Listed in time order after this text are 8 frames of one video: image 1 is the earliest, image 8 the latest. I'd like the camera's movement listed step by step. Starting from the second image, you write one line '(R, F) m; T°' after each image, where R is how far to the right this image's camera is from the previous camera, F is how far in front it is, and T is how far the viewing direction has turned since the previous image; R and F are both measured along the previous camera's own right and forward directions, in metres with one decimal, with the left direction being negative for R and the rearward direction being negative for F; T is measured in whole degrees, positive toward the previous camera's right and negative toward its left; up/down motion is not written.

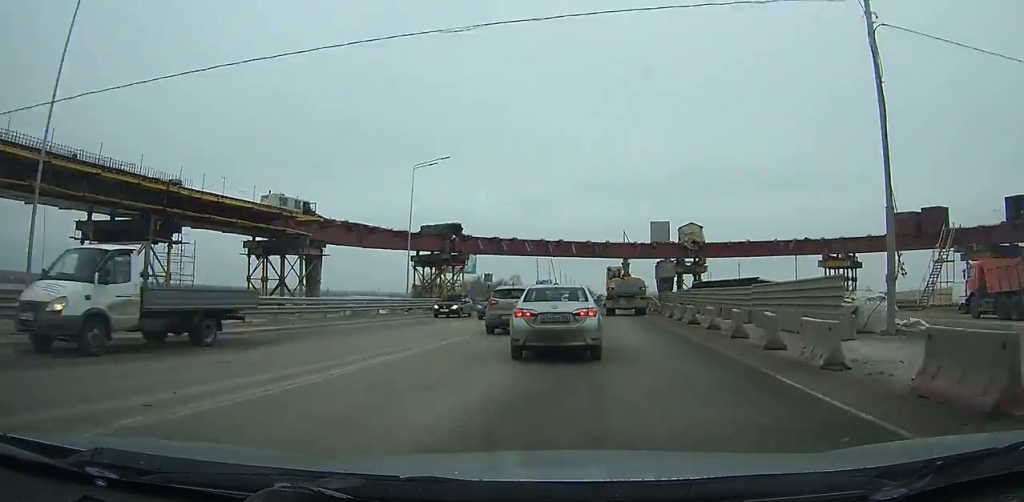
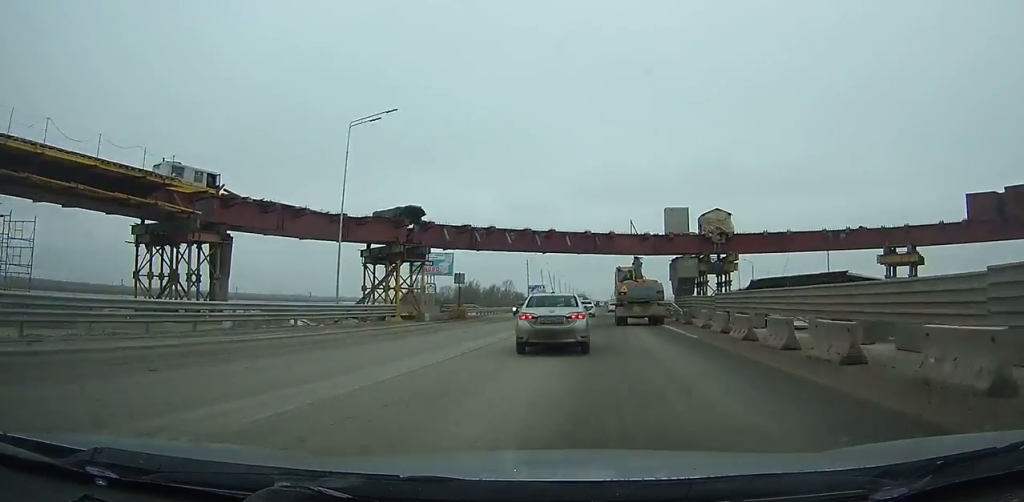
(0.0, +18.2) m; +1°
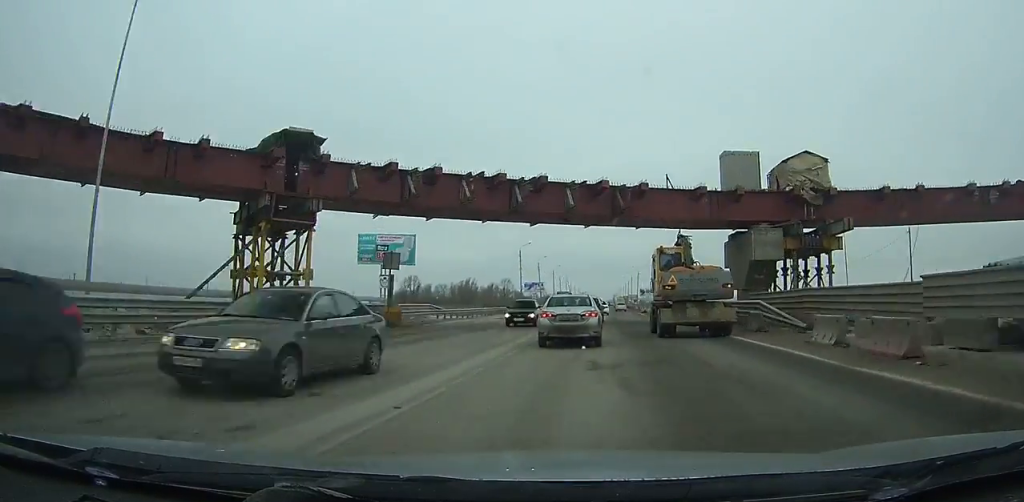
(+0.3, +23.8) m; +1°
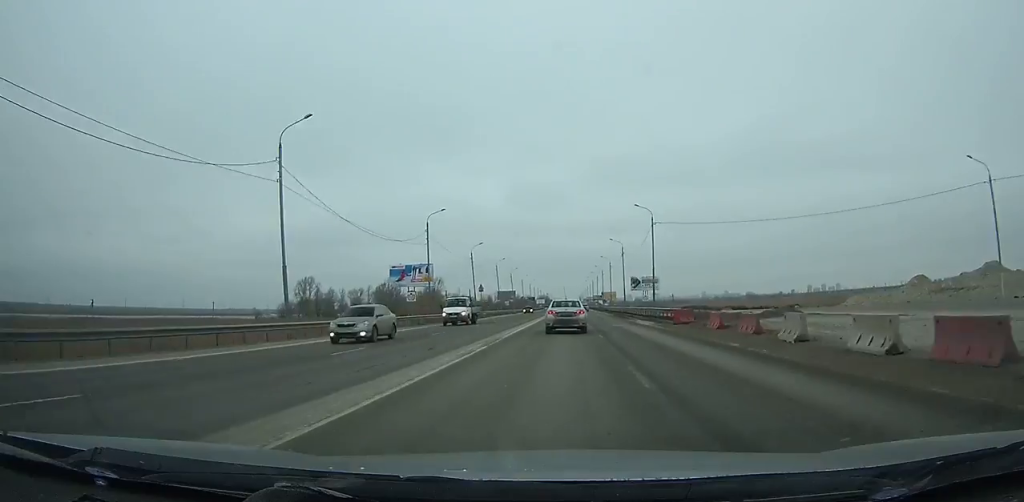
(+1.9, +103.9) m; +1°
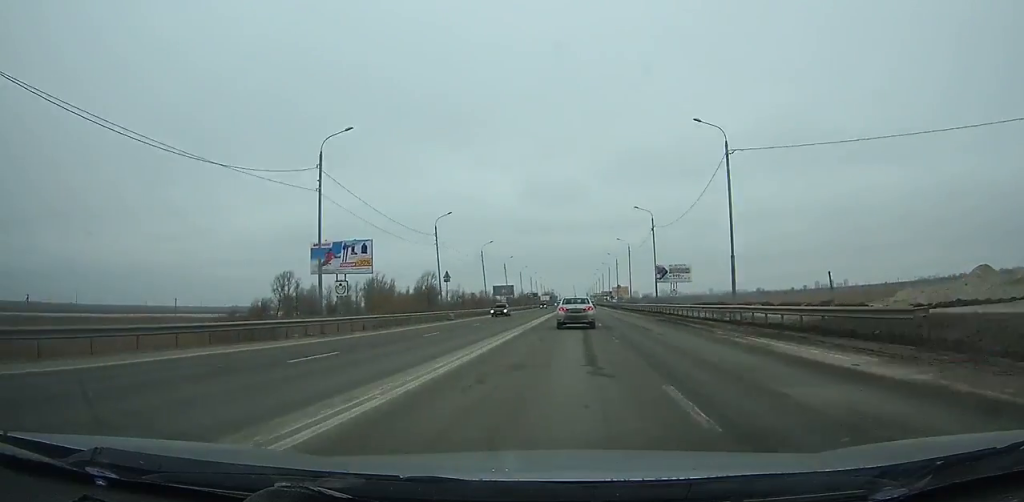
(-0.4, +28.7) m; 0°
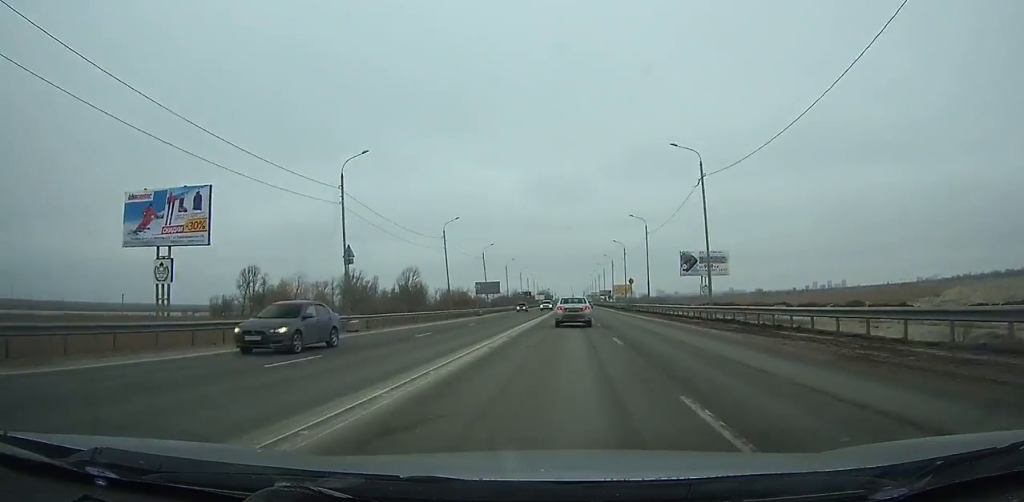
(-0.1, +26.2) m; 0°
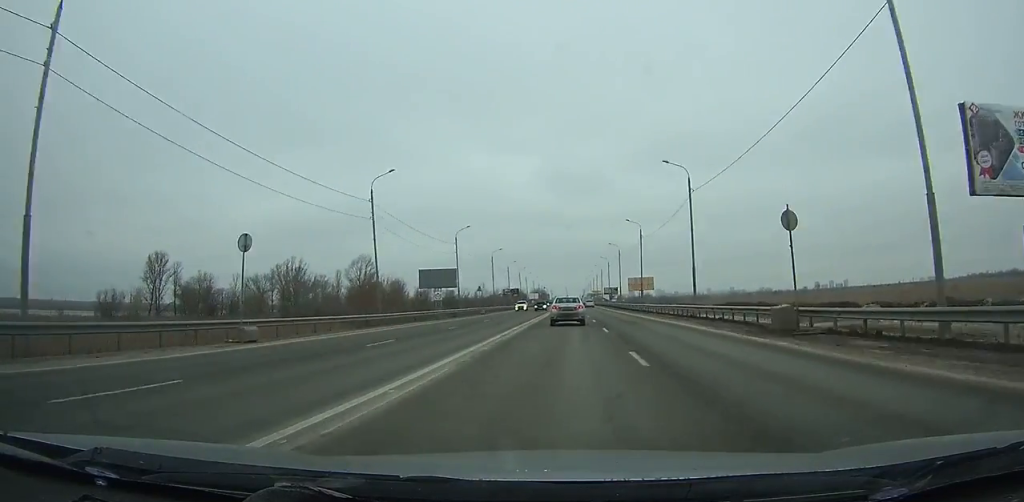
(+0.1, +56.1) m; 0°
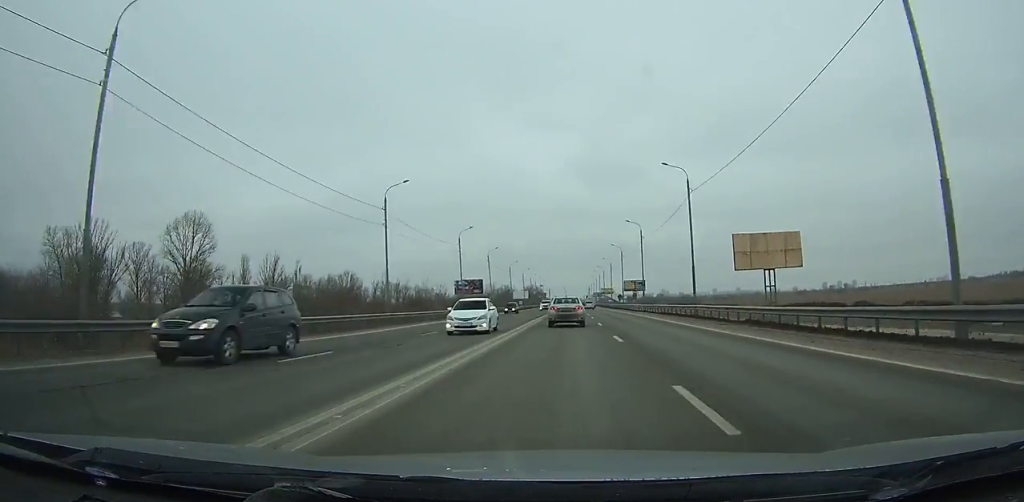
(0.0, +92.5) m; 0°
